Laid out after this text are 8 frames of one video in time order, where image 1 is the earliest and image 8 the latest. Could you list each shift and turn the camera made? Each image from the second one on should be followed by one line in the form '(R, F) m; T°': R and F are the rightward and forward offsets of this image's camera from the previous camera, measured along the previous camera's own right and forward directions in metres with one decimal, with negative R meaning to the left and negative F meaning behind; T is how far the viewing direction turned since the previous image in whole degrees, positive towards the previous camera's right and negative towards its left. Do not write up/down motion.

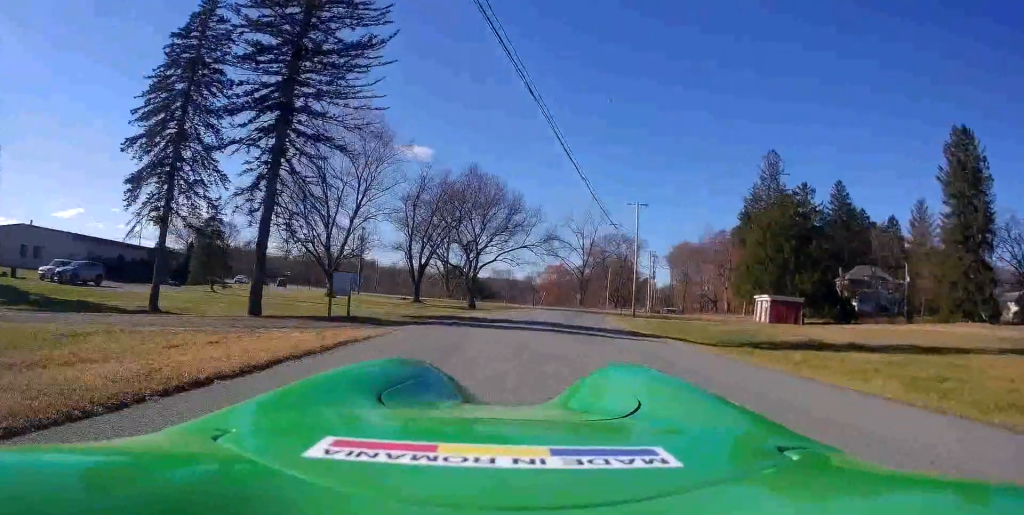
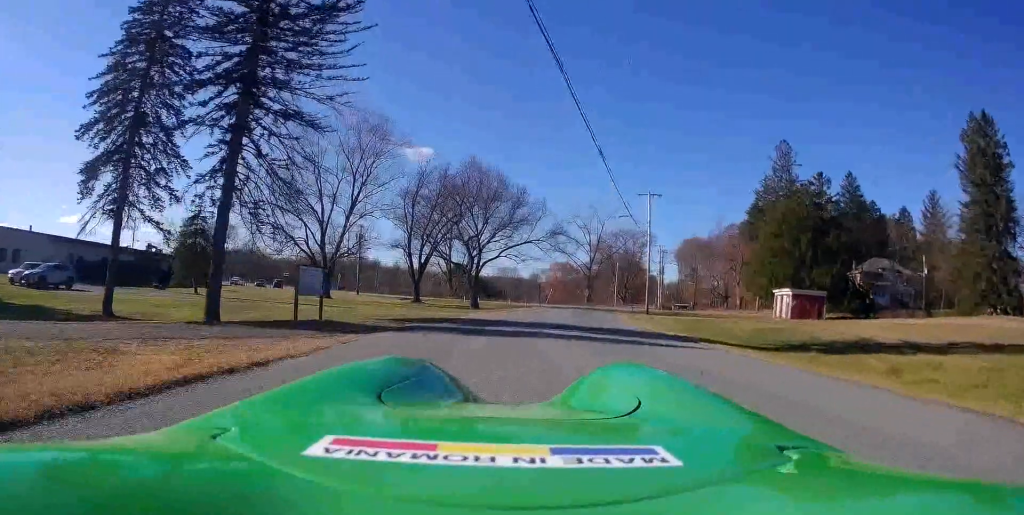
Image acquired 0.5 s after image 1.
(0.0, +4.0) m; -1°
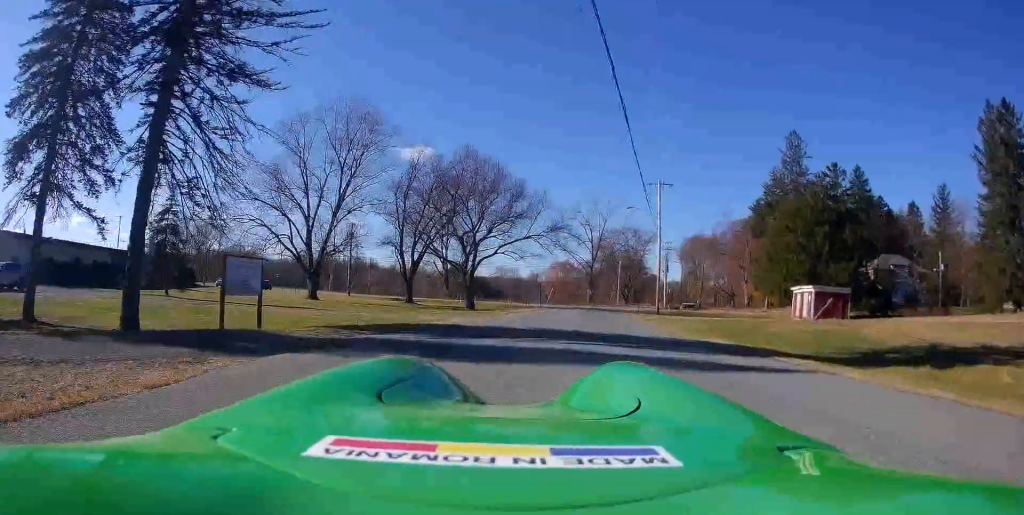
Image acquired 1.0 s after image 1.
(0.0, +5.1) m; -1°
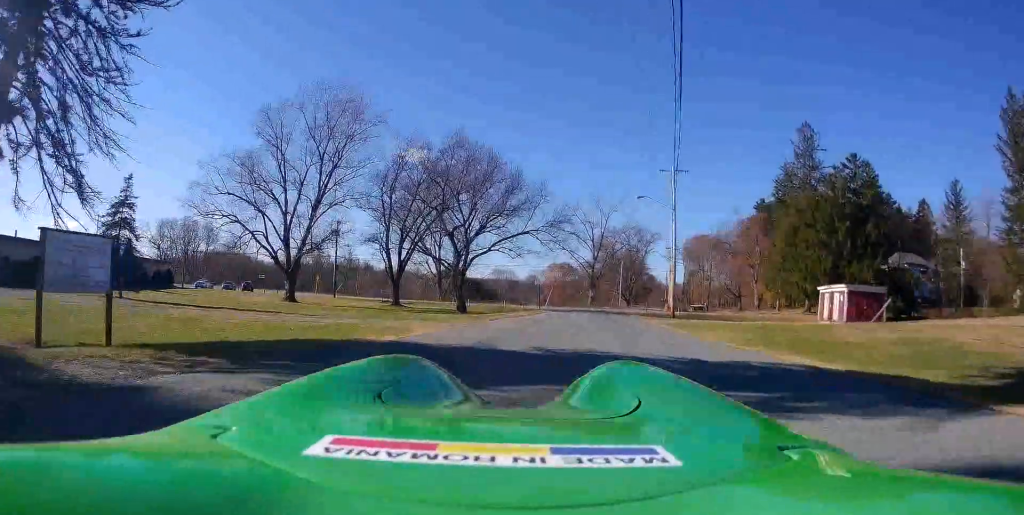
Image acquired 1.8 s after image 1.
(-0.2, +6.1) m; +1°
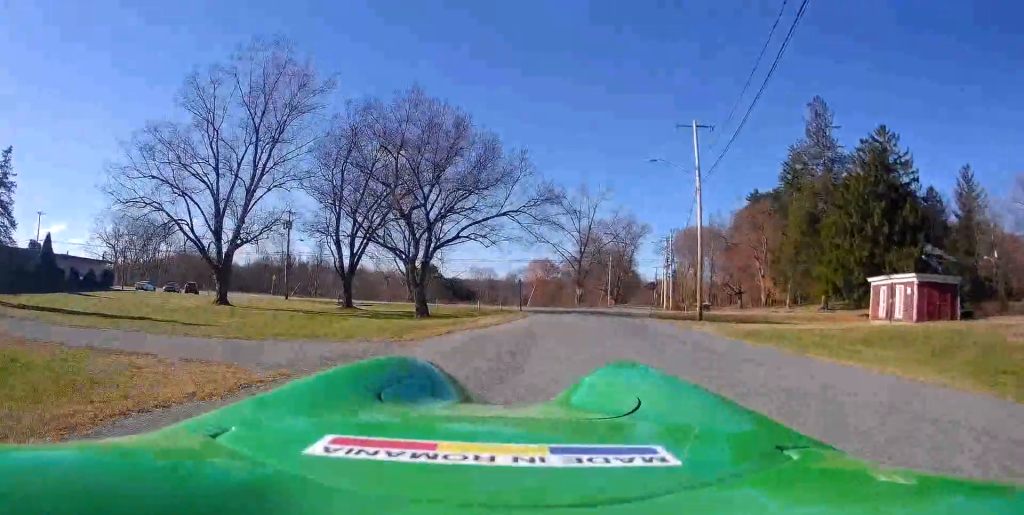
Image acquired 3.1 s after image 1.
(+0.4, +11.6) m; +6°
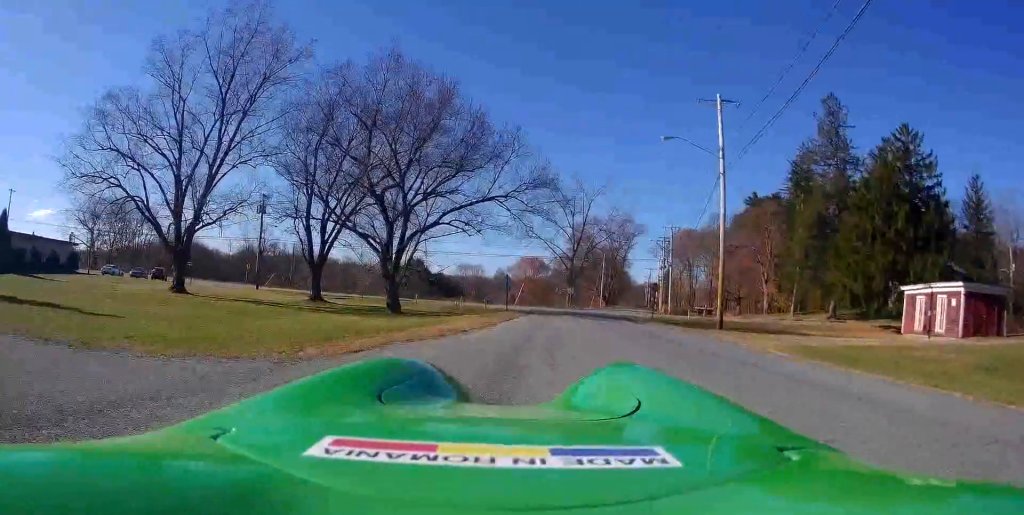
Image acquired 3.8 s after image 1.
(+0.3, +5.5) m; +2°
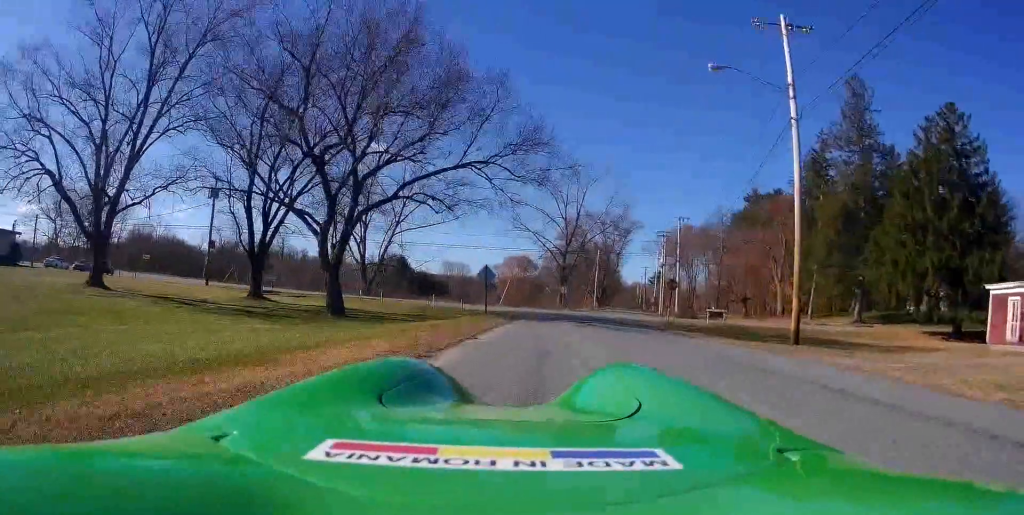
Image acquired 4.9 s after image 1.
(+0.2, +9.3) m; +1°
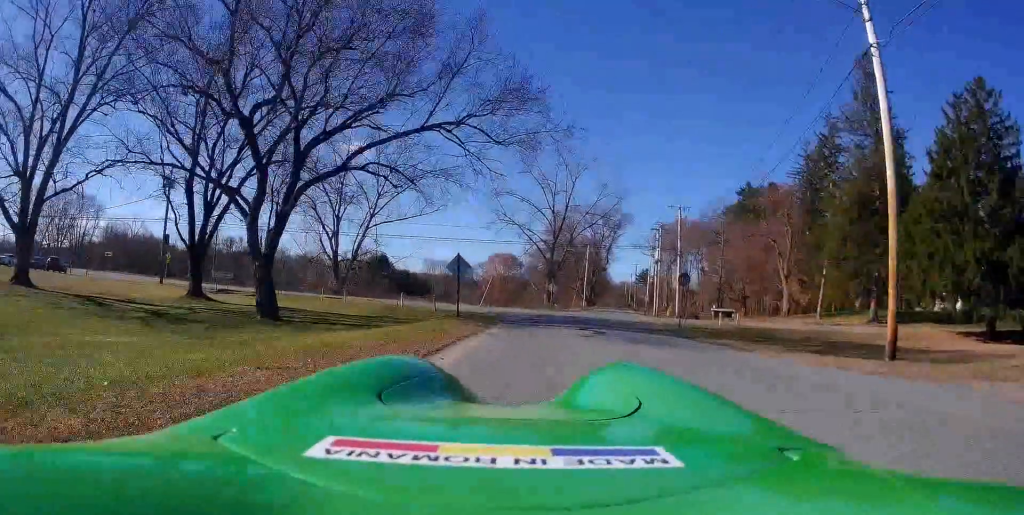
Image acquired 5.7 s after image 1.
(0.0, +6.5) m; +3°
